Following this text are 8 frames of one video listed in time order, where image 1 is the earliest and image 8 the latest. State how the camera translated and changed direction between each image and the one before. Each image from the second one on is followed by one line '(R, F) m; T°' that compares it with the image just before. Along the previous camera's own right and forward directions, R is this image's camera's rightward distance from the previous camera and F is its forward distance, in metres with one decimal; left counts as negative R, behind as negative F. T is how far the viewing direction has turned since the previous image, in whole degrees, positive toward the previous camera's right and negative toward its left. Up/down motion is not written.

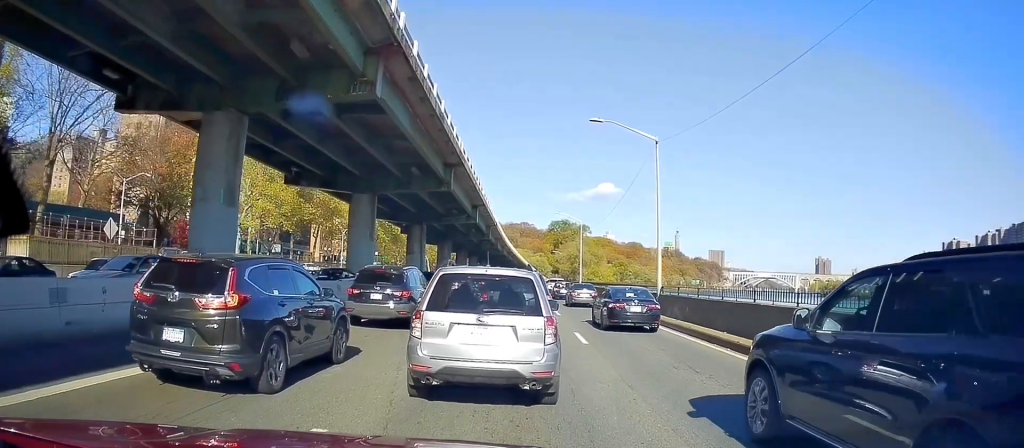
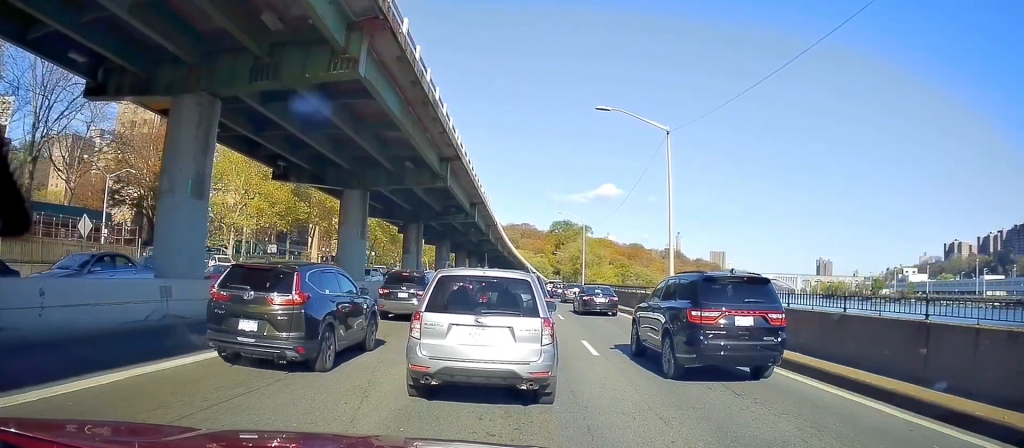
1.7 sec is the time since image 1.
(0.0, +4.1) m; +1°
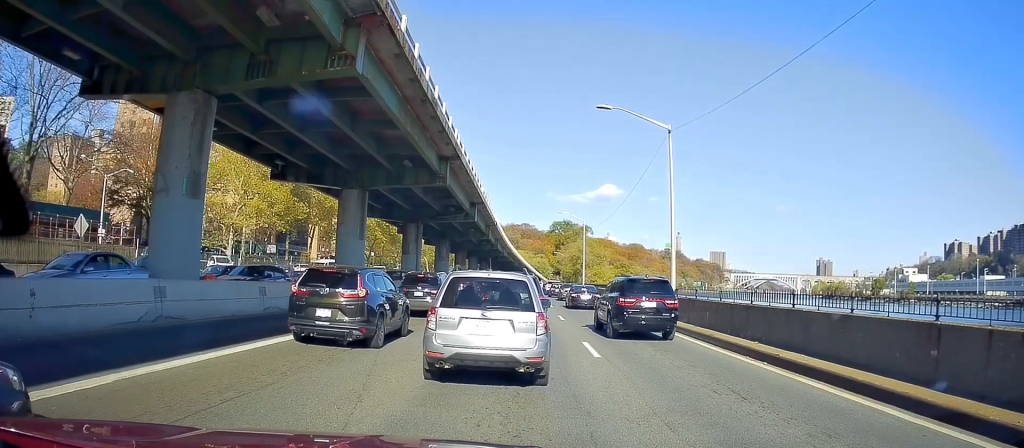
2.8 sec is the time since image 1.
(+0.7, +0.8) m; 0°
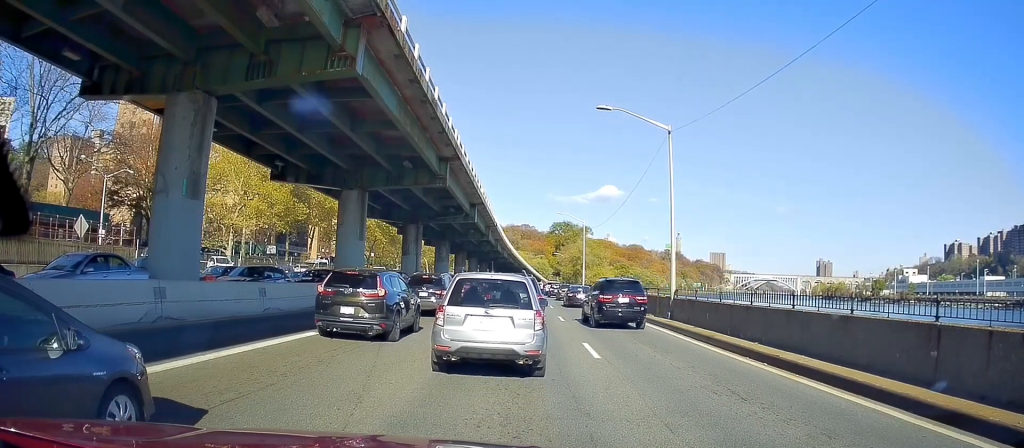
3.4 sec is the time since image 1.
(+0.1, +0.4) m; 0°
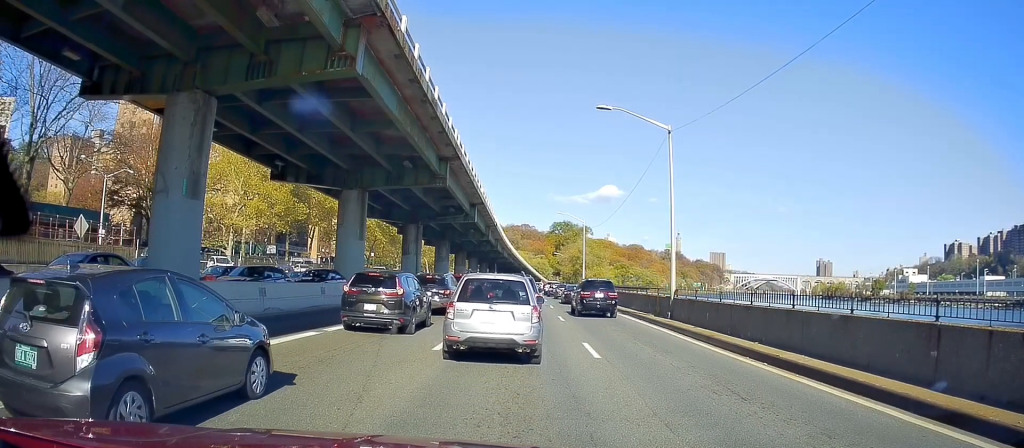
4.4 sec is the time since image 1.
(+0.1, +0.7) m; 0°
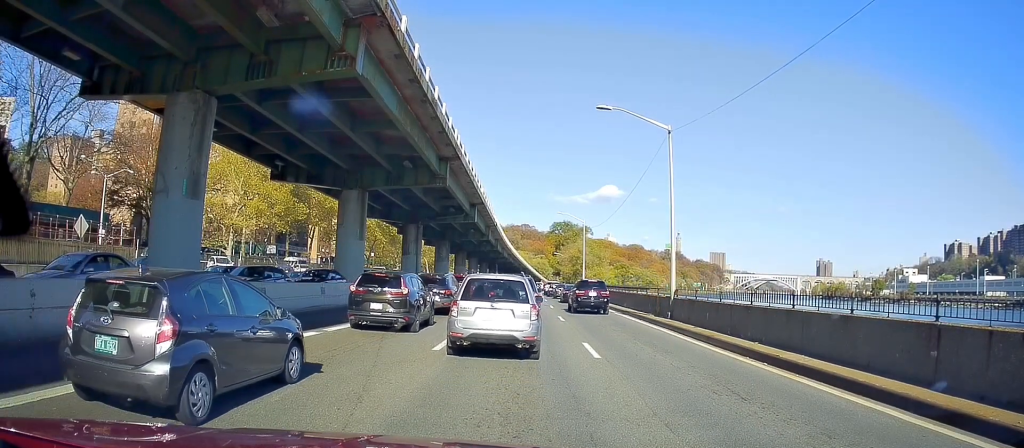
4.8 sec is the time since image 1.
(0.0, +0.3) m; 0°
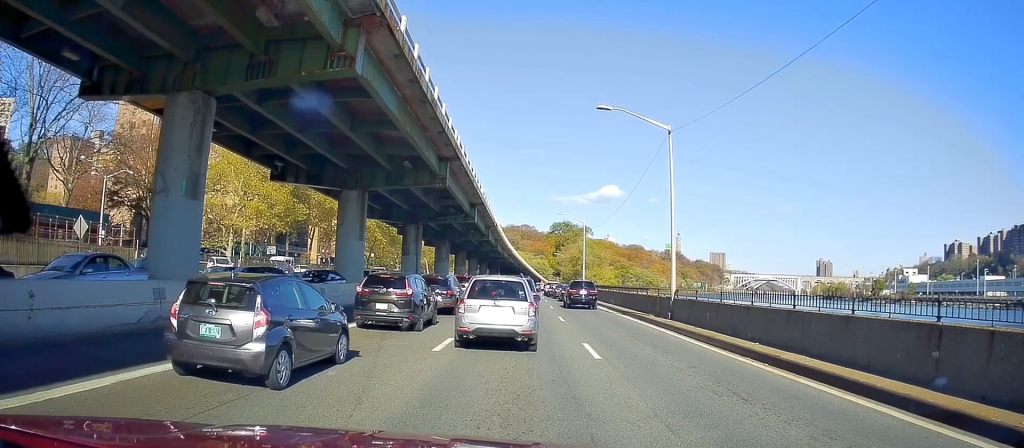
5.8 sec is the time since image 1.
(+0.1, +0.7) m; 0°
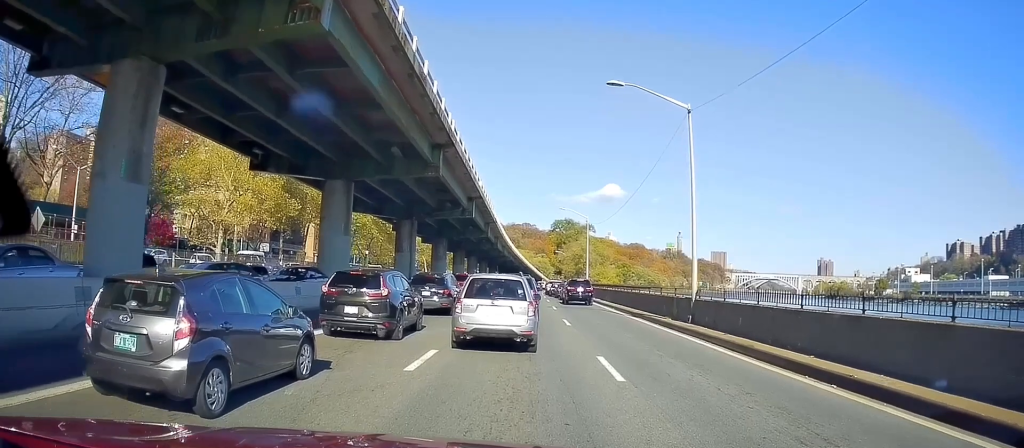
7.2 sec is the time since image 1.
(+0.1, +1.0) m; 0°
